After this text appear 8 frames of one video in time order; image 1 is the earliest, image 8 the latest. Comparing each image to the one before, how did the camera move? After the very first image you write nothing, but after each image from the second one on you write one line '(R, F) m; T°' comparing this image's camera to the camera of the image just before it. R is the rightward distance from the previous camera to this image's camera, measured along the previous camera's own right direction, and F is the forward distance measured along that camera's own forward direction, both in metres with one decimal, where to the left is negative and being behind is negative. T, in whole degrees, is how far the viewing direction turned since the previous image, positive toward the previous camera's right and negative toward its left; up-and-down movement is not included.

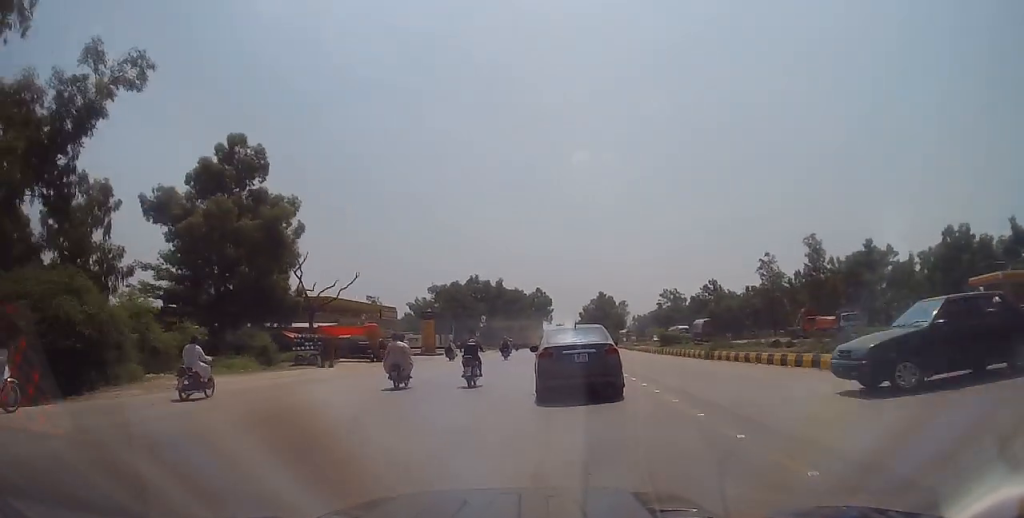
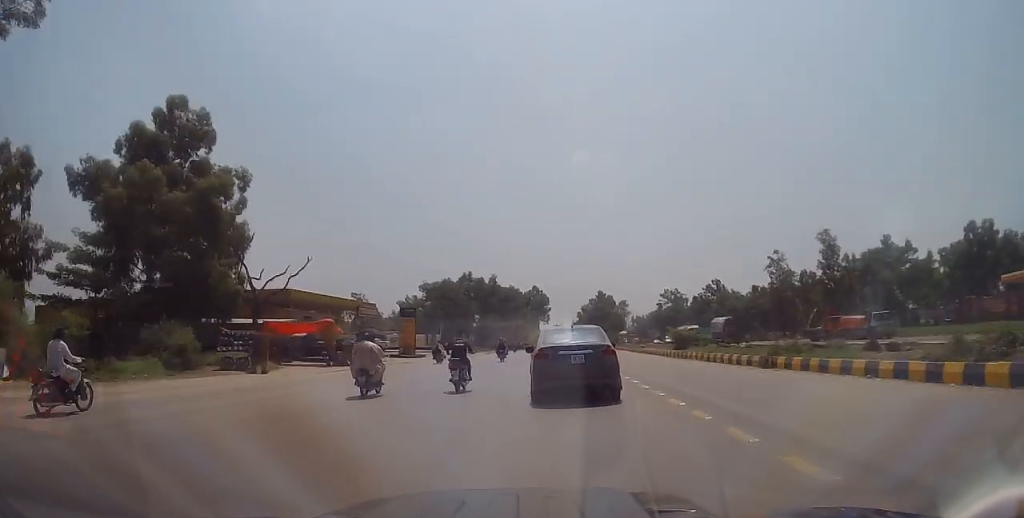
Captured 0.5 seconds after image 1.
(+0.1, +8.4) m; 0°
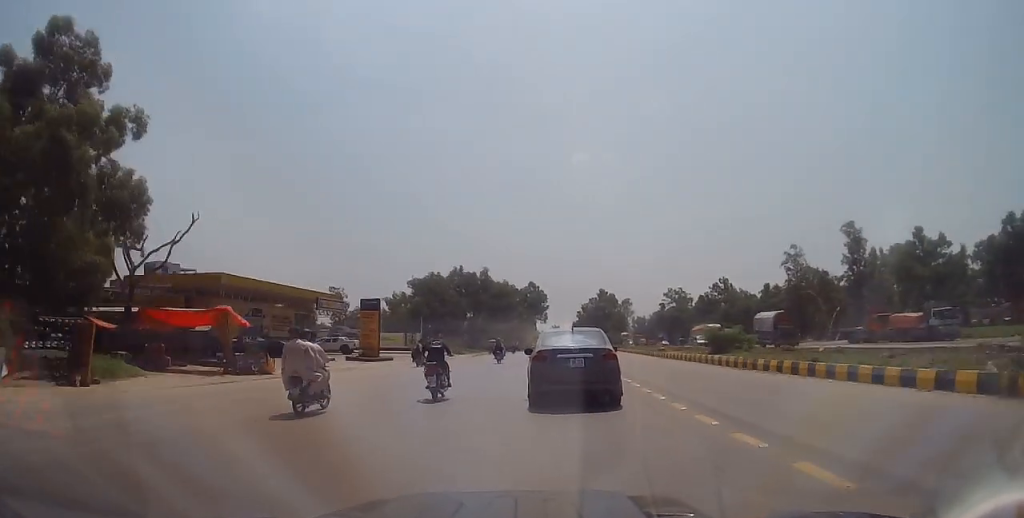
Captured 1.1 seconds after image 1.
(-0.1, +12.1) m; 0°
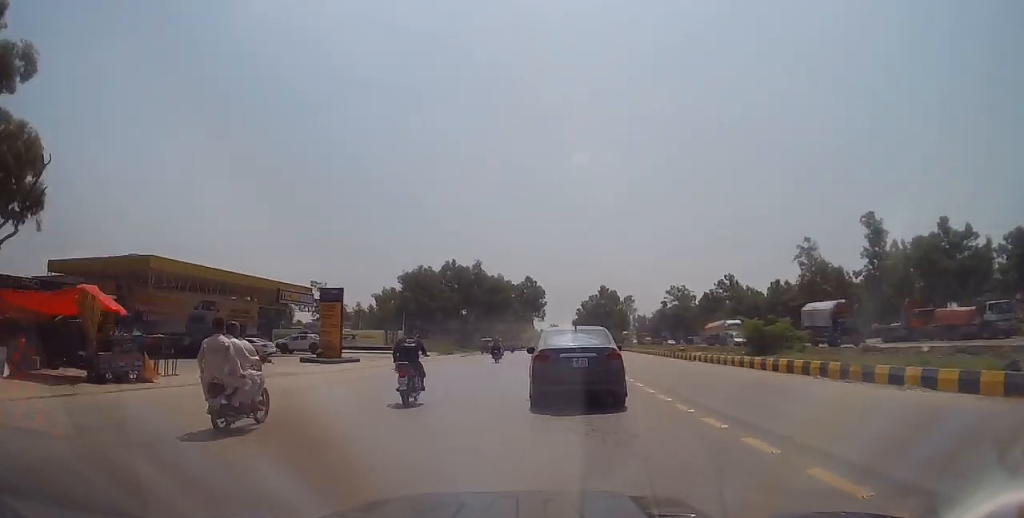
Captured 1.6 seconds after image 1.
(-0.1, +8.4) m; 0°
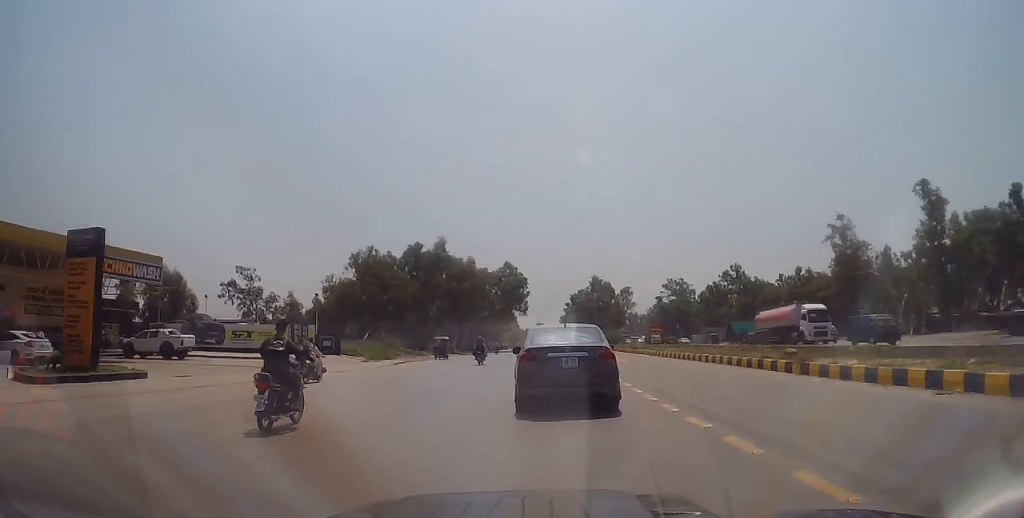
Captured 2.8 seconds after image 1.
(+0.3, +22.3) m; +1°
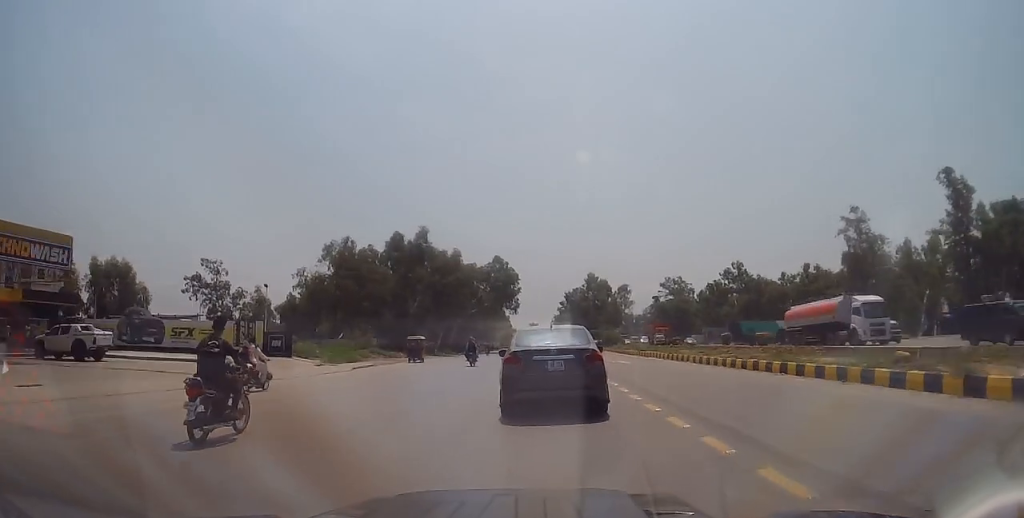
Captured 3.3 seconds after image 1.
(0.0, +7.8) m; 0°
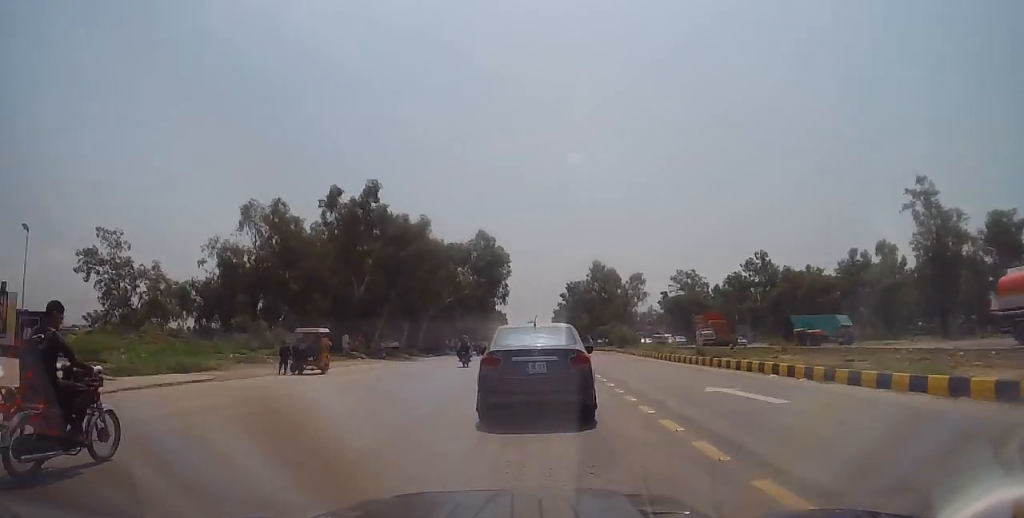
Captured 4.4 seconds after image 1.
(0.0, +20.9) m; 0°
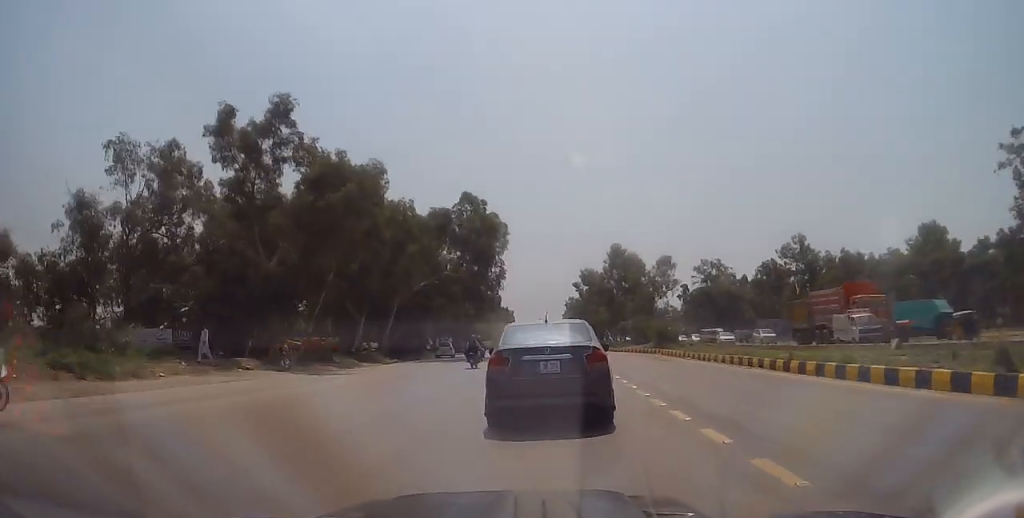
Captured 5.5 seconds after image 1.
(0.0, +19.4) m; +1°
